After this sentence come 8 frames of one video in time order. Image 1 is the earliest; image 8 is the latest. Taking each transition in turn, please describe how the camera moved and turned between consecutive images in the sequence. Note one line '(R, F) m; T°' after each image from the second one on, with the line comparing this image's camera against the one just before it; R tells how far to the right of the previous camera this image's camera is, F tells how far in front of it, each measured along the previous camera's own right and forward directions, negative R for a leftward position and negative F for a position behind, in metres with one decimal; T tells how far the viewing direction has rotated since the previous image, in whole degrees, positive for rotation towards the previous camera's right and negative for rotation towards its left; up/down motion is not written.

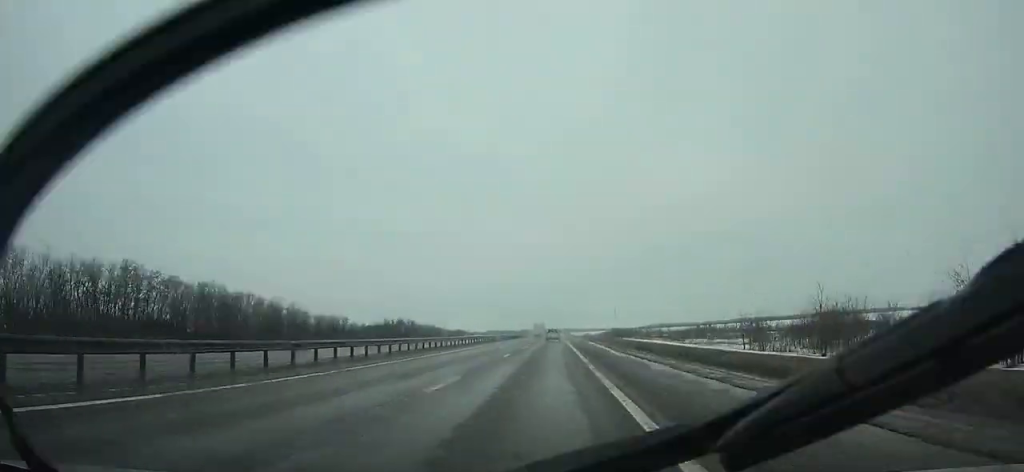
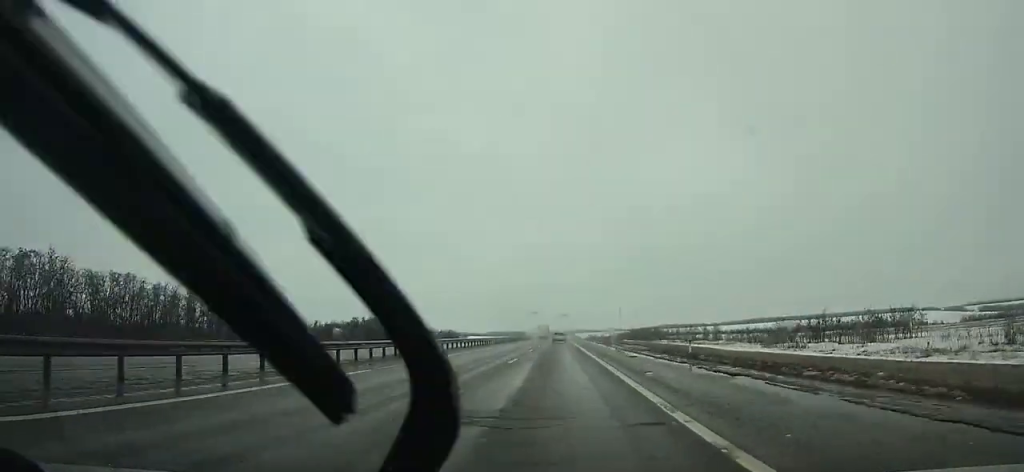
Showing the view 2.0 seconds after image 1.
(-0.1, +51.6) m; 0°
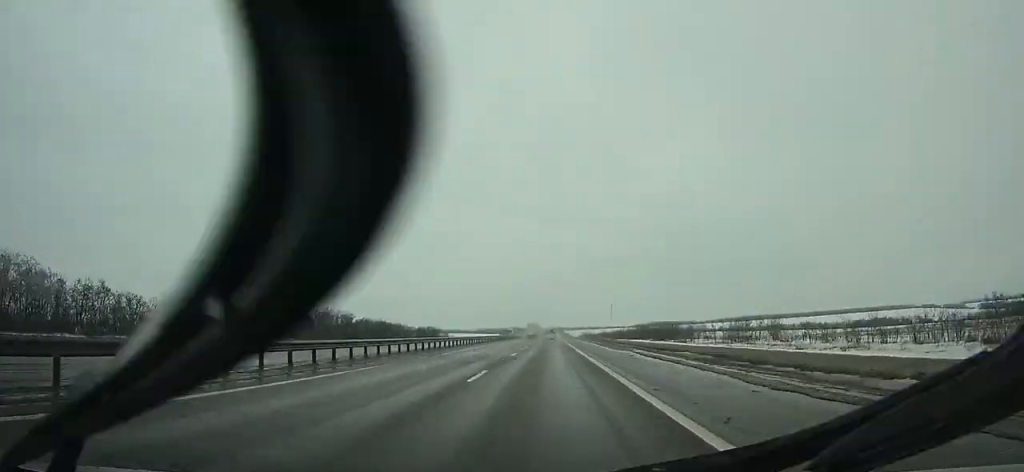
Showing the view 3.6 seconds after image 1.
(+0.1, +41.6) m; 0°
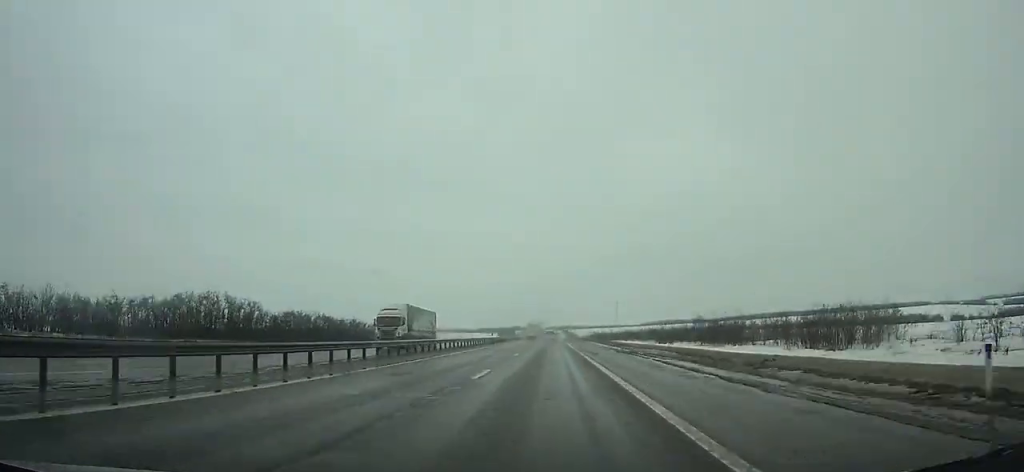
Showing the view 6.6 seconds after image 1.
(+0.1, +78.6) m; 0°
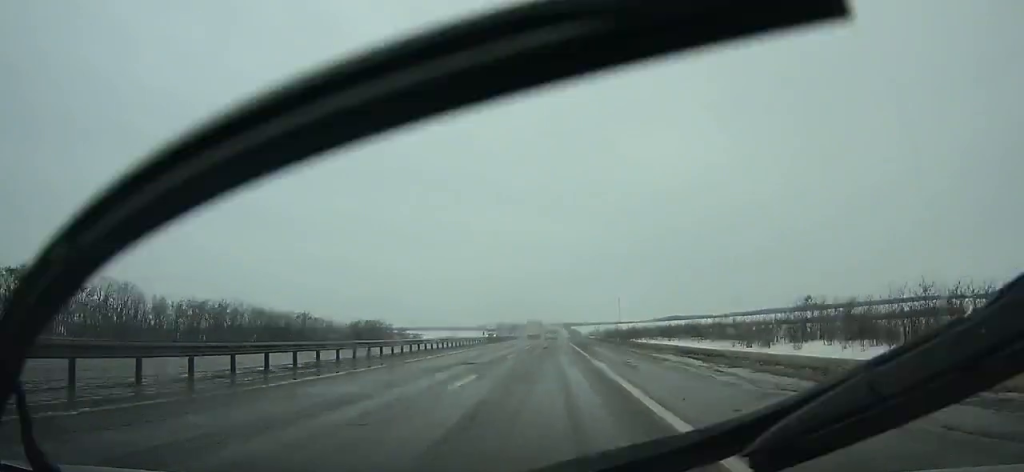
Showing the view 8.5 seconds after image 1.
(-0.2, +50.4) m; 0°
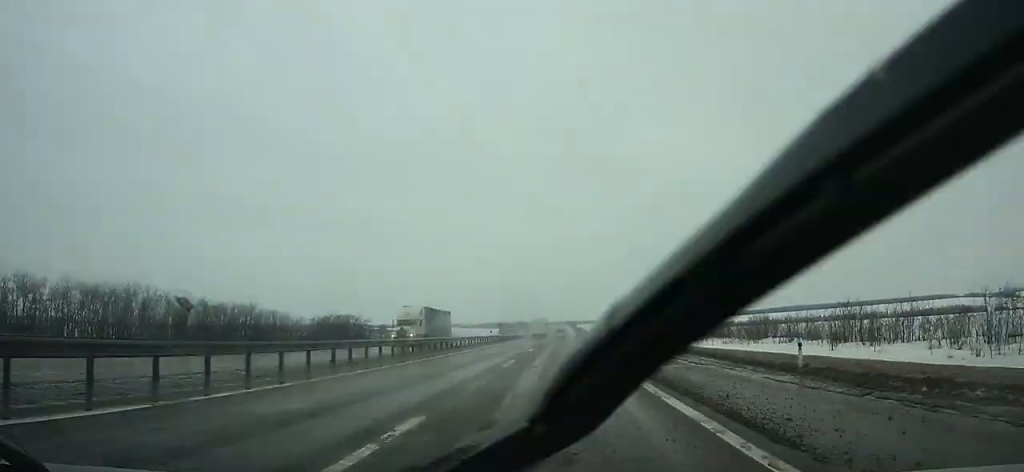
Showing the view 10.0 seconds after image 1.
(-0.2, +40.0) m; 0°
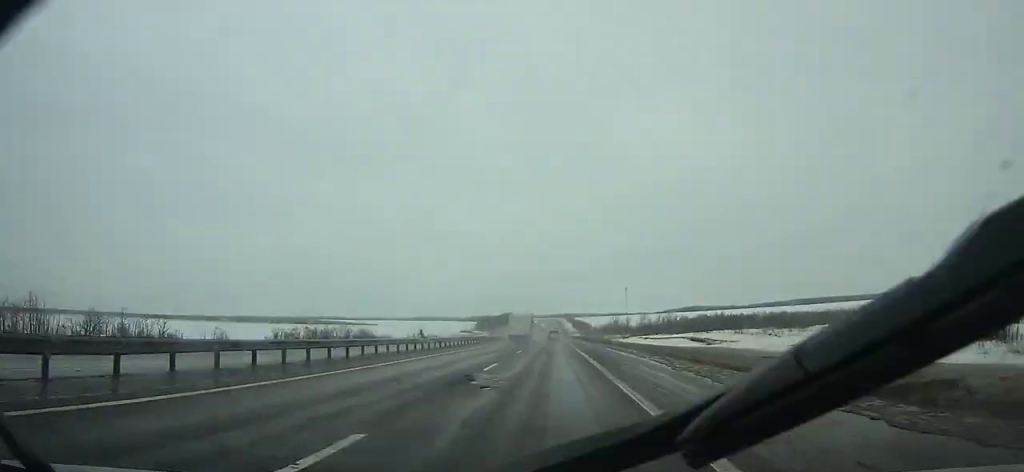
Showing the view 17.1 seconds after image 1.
(+0.8, +195.1) m; 0°
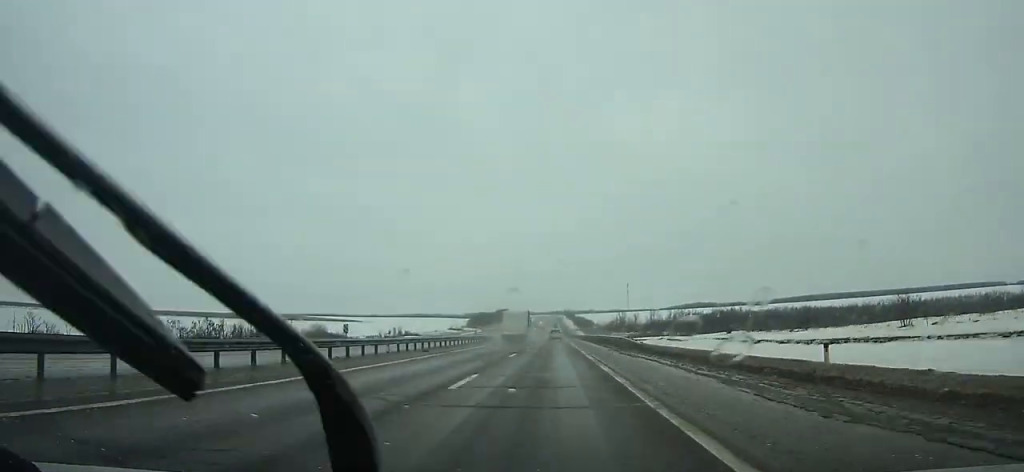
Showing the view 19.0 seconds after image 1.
(0.0, +53.7) m; 0°
